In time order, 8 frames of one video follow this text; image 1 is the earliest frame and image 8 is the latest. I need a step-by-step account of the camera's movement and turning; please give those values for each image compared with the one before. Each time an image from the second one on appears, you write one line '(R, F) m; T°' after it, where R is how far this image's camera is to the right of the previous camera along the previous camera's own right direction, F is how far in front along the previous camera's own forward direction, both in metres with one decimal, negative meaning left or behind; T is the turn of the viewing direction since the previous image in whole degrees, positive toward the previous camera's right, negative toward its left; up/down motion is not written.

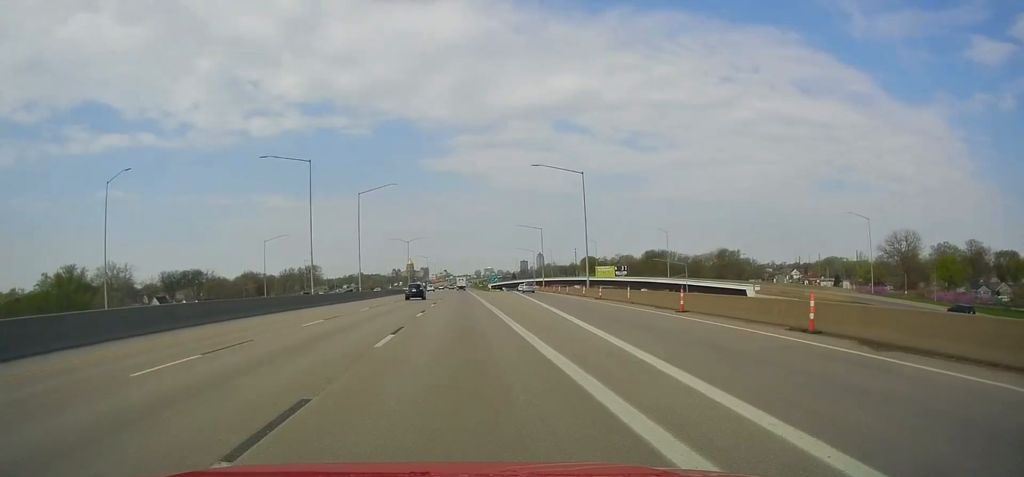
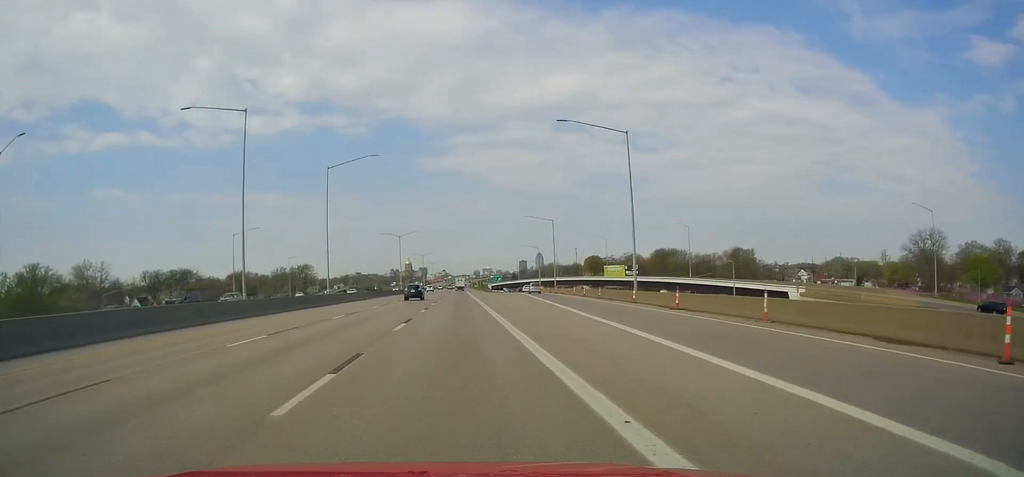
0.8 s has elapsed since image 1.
(+0.1, +19.6) m; 0°
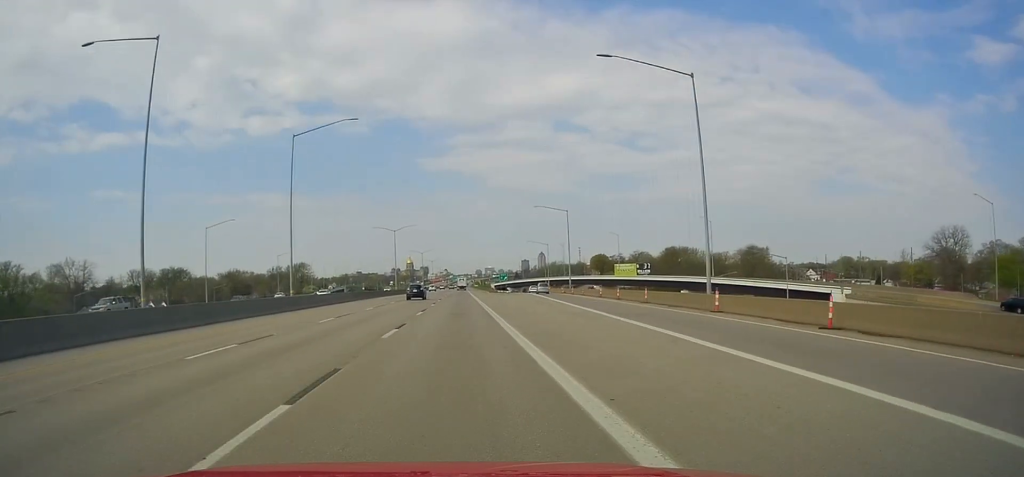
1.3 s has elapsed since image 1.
(-0.1, +14.5) m; 0°
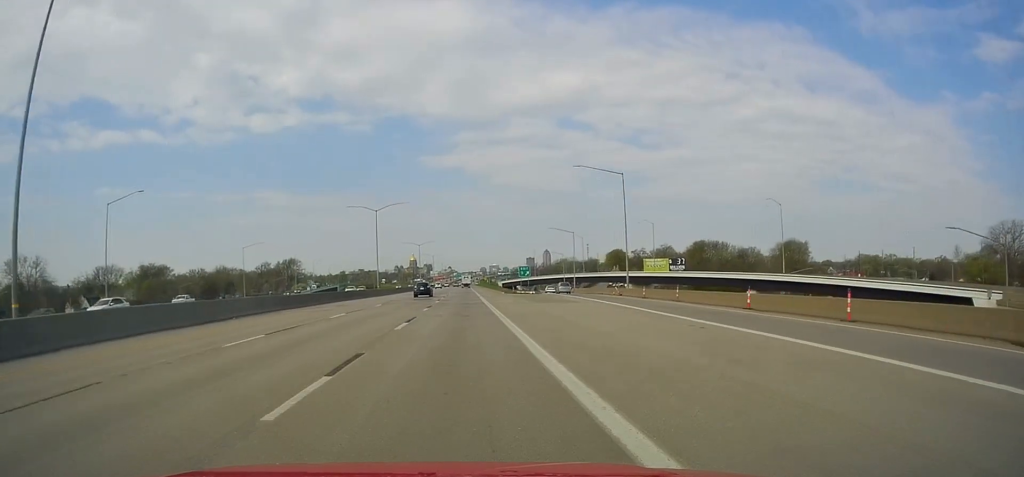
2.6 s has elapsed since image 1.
(+0.1, +34.2) m; 0°
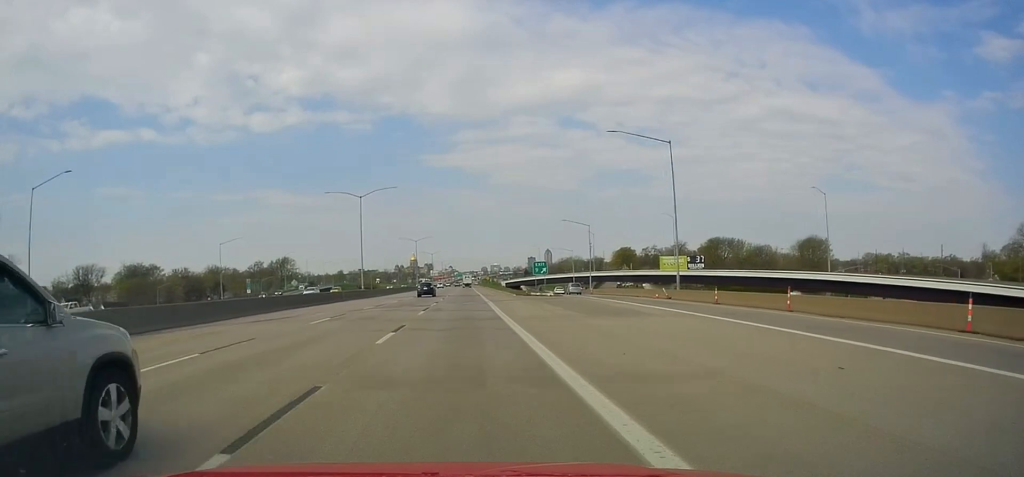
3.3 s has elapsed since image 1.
(0.0, +16.8) m; -1°
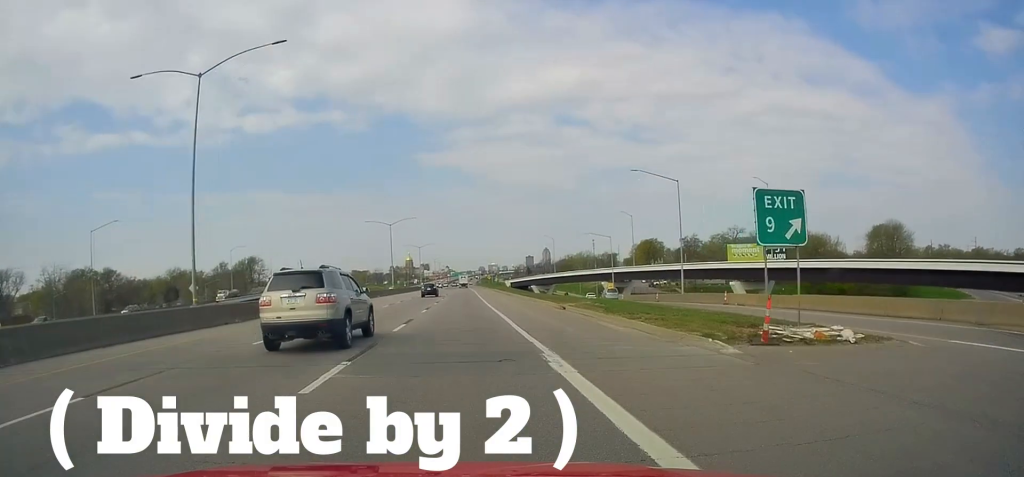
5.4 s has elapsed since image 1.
(+0.5, +53.6) m; +1°
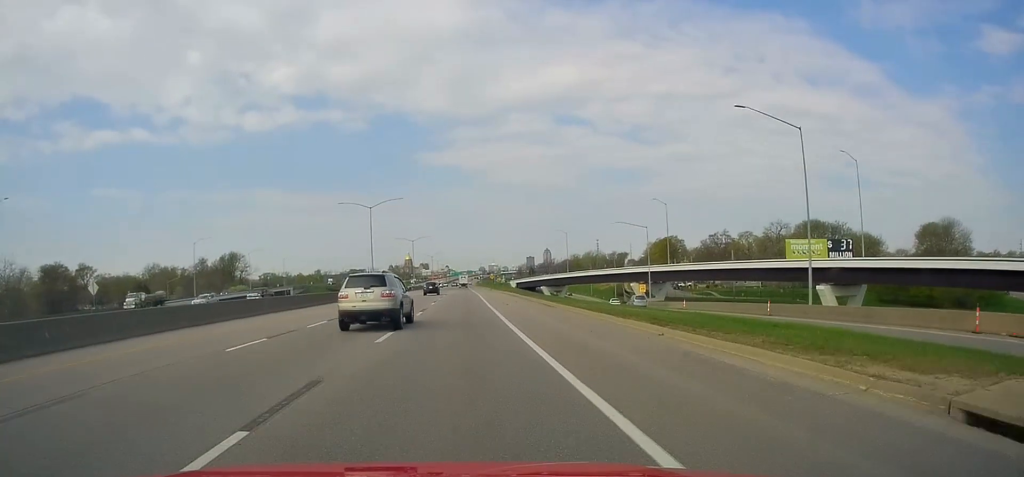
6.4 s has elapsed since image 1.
(-0.3, +27.0) m; -1°
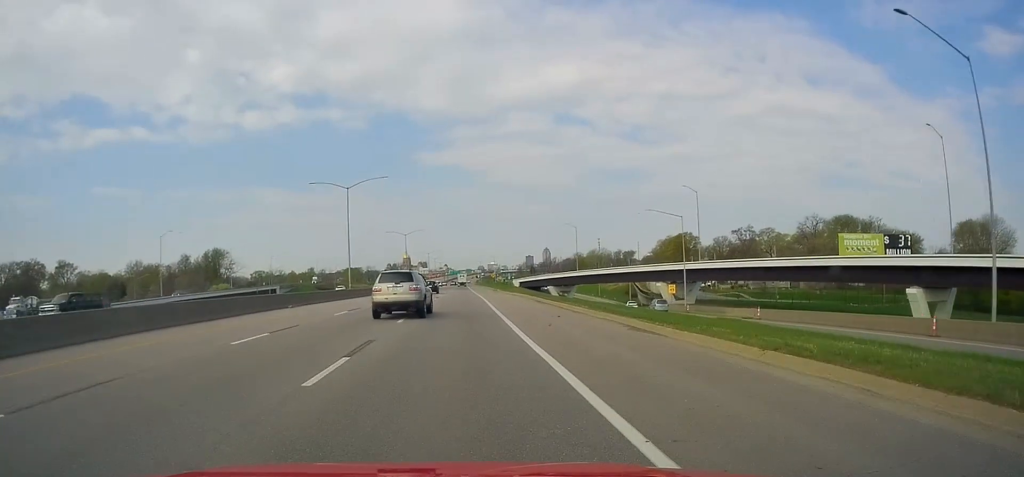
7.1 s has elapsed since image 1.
(-0.3, +18.8) m; +1°
